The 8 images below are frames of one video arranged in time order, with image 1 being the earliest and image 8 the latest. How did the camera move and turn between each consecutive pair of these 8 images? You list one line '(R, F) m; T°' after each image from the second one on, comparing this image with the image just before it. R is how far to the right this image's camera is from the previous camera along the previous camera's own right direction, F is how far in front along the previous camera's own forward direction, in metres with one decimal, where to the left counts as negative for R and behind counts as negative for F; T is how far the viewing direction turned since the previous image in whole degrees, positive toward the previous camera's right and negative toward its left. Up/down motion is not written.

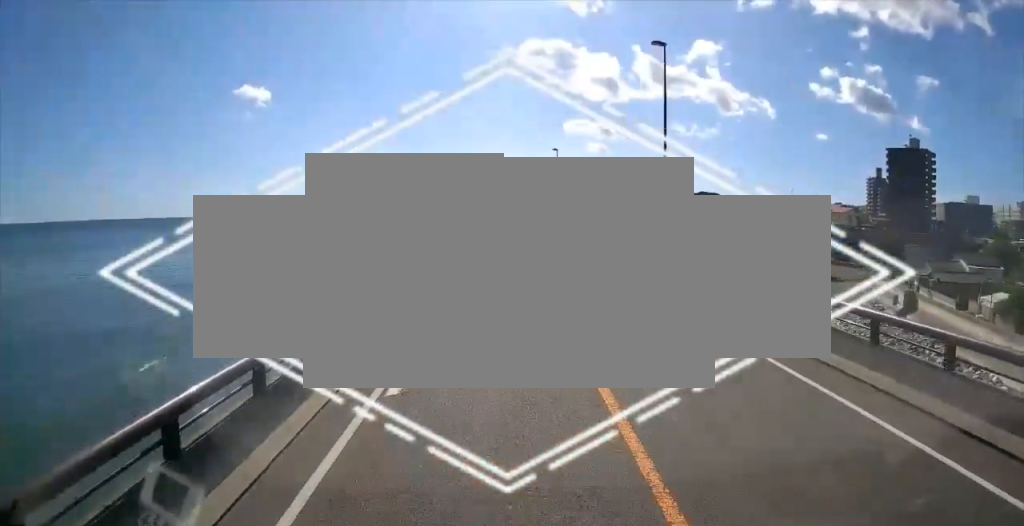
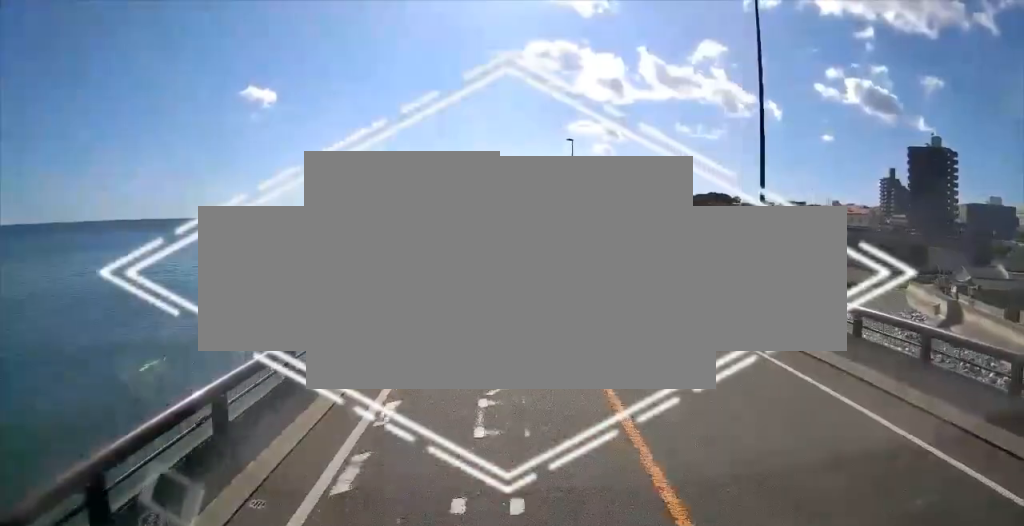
(-0.1, +9.4) m; -1°
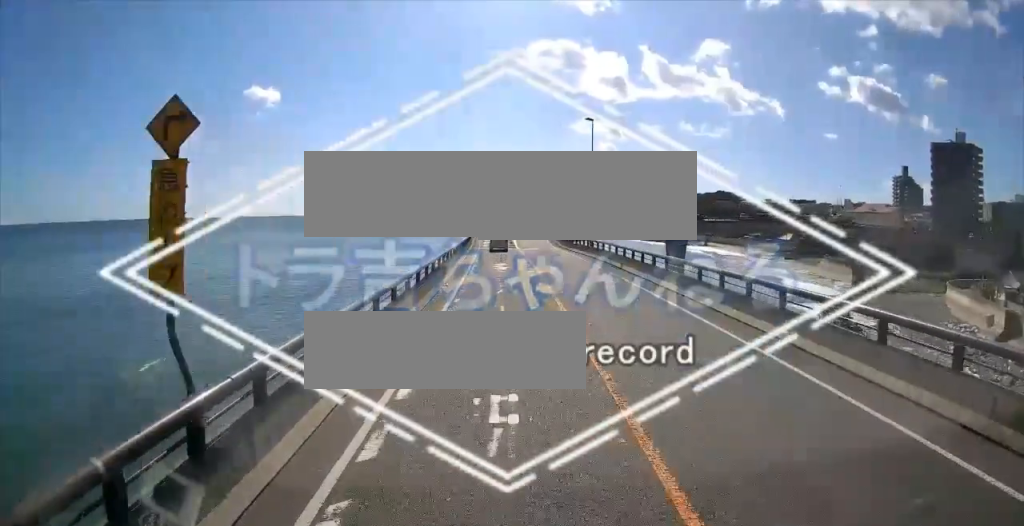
(-0.4, +11.4) m; -1°
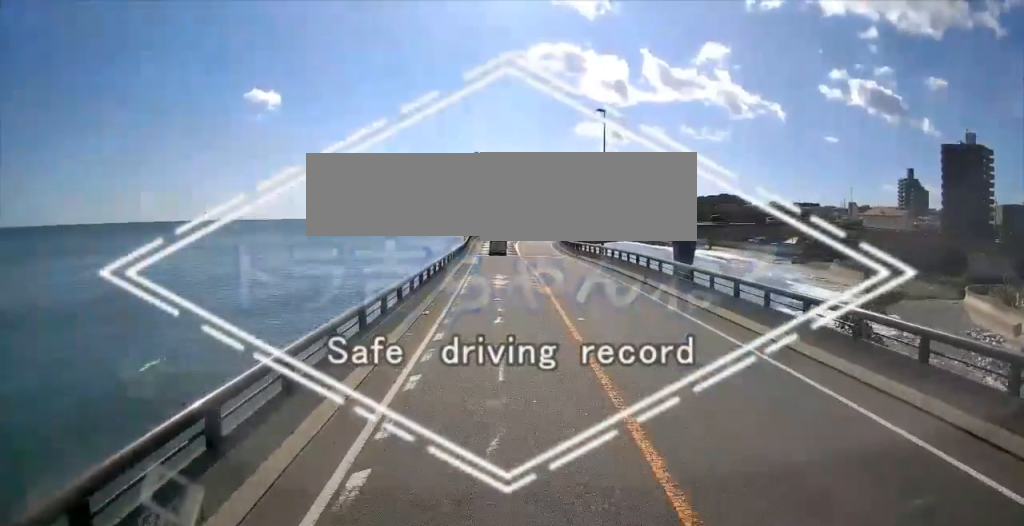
(-0.1, +5.3) m; +1°
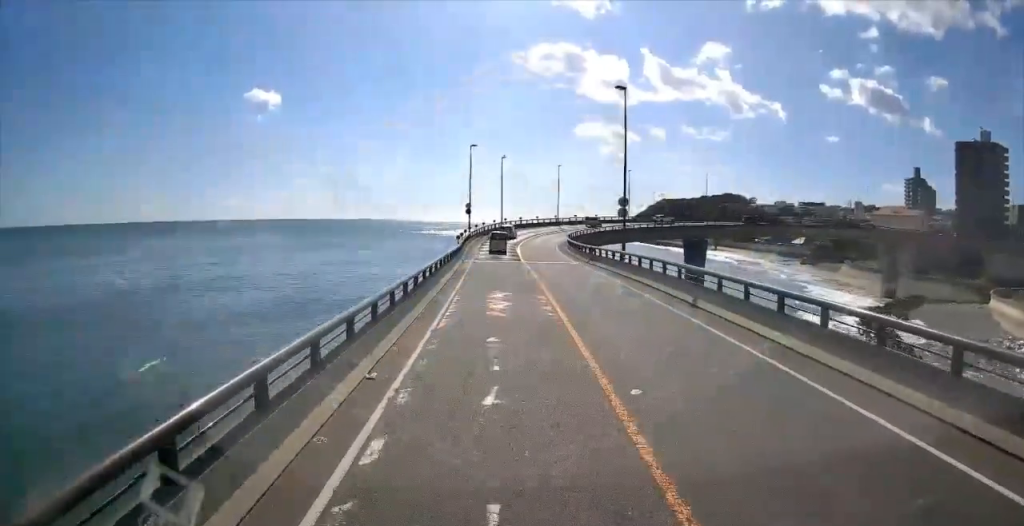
(+0.1, +6.9) m; +1°
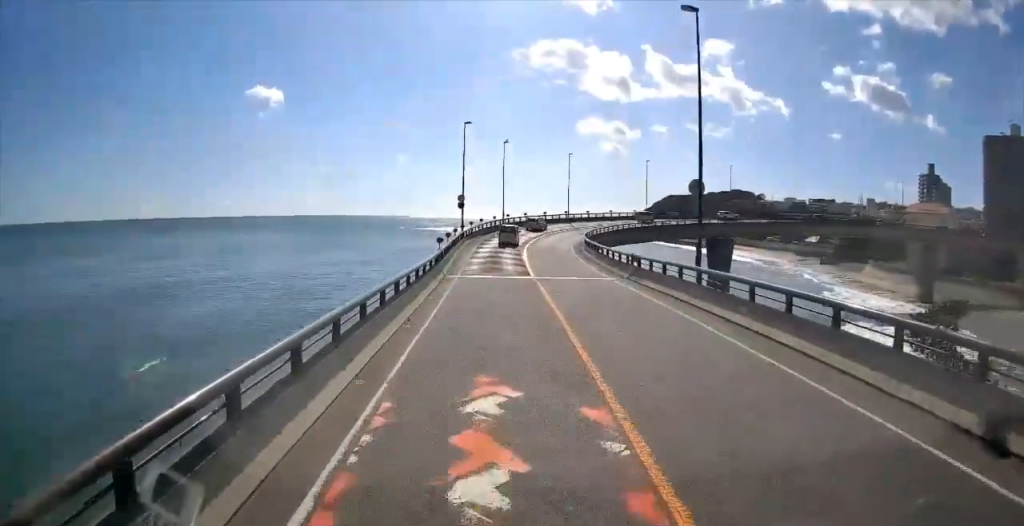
(+0.2, +12.6) m; 0°
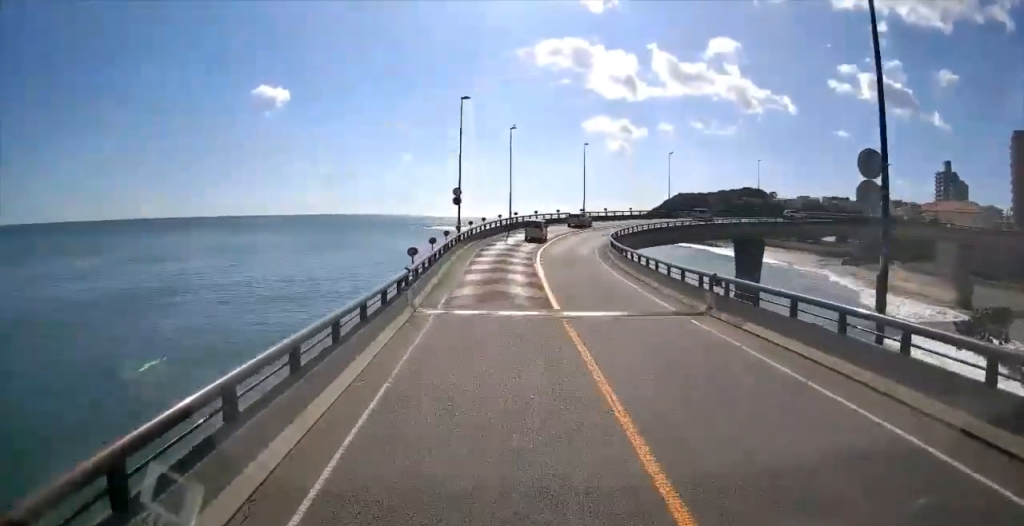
(0.0, +10.1) m; -1°
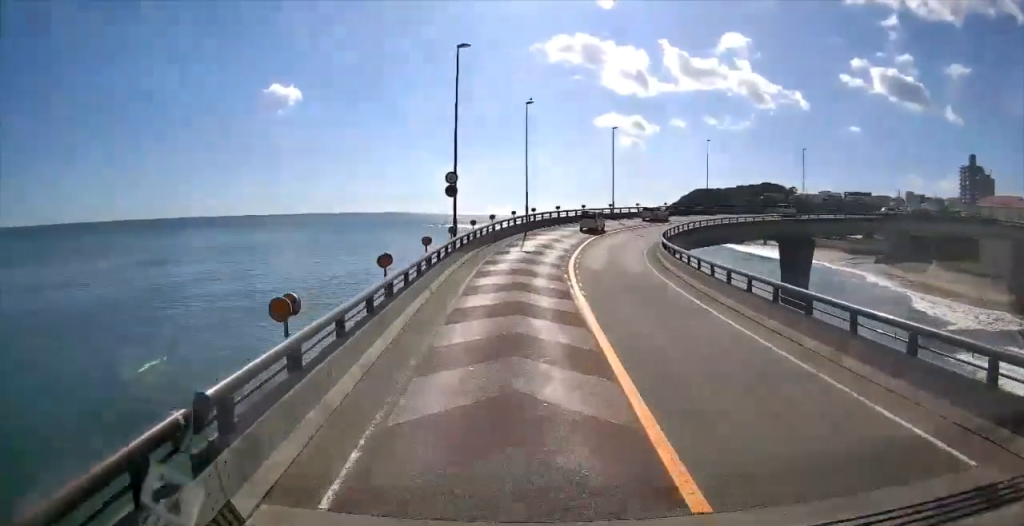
(-0.3, +12.5) m; -1°
